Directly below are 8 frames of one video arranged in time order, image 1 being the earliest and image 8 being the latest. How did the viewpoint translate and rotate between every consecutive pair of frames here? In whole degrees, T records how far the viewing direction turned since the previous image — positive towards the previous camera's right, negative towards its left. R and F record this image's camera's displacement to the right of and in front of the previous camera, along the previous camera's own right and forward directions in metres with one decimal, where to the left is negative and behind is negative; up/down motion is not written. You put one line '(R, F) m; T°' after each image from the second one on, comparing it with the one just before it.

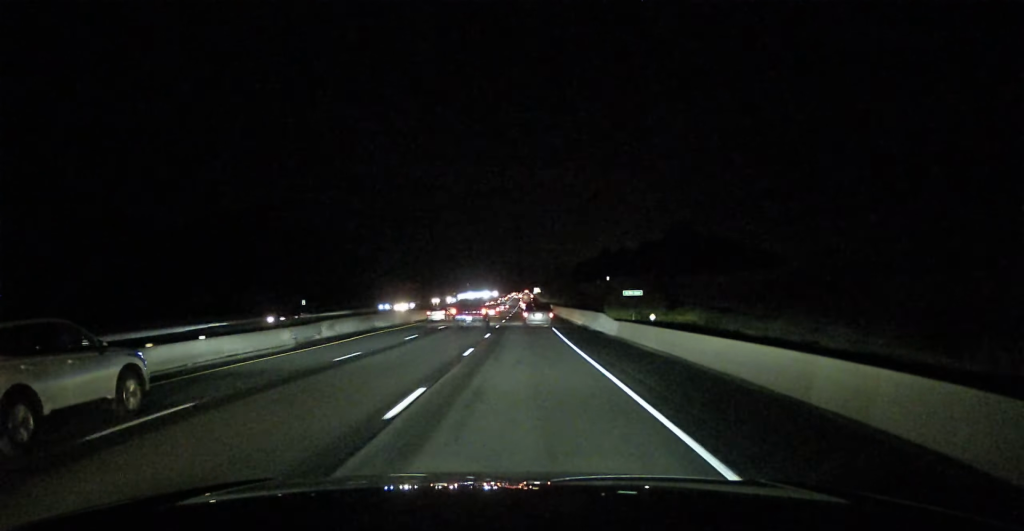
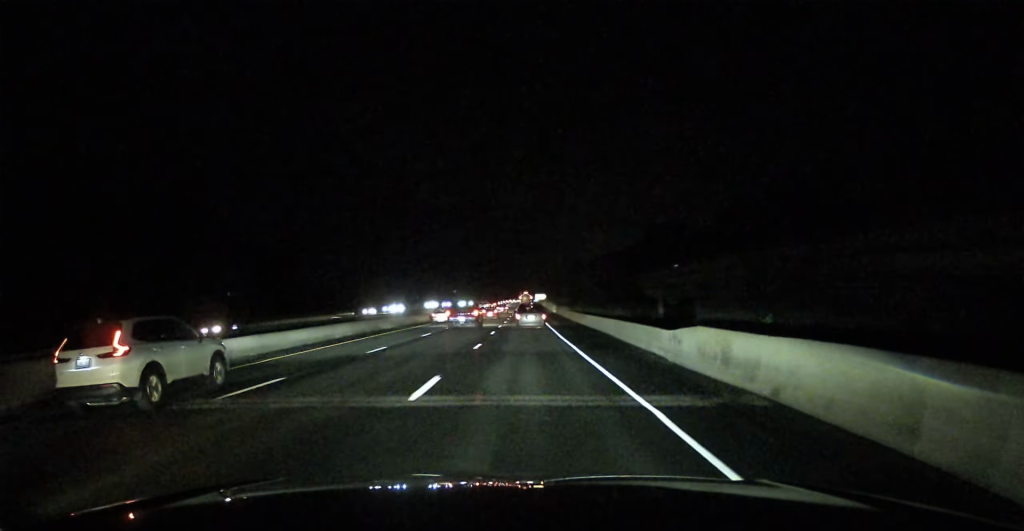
(+0.3, +94.4) m; 0°
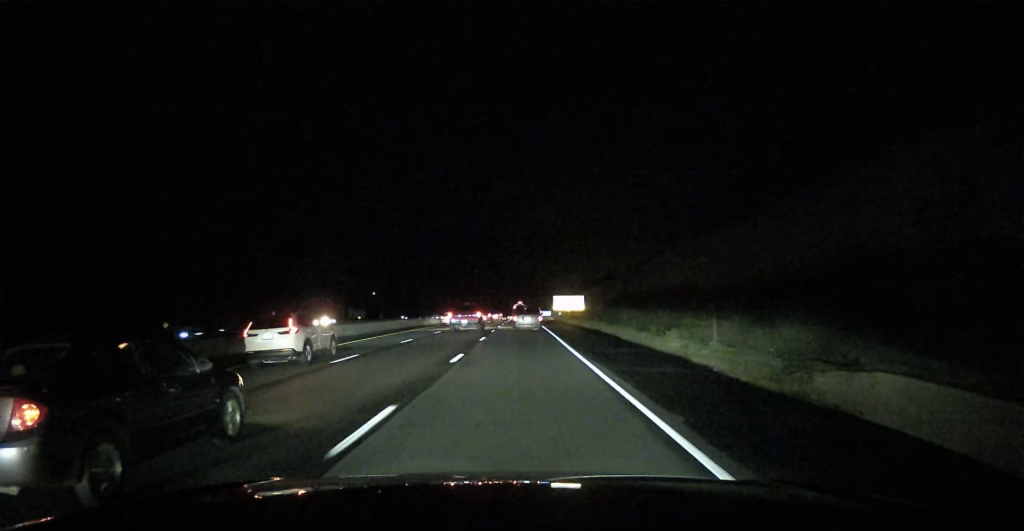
(-0.6, +242.0) m; 0°
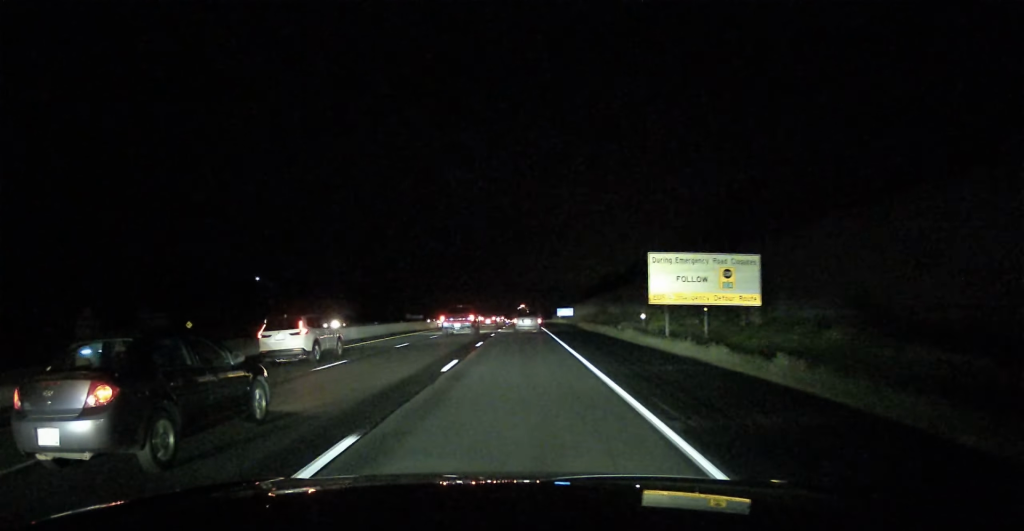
(-0.1, +98.4) m; 0°
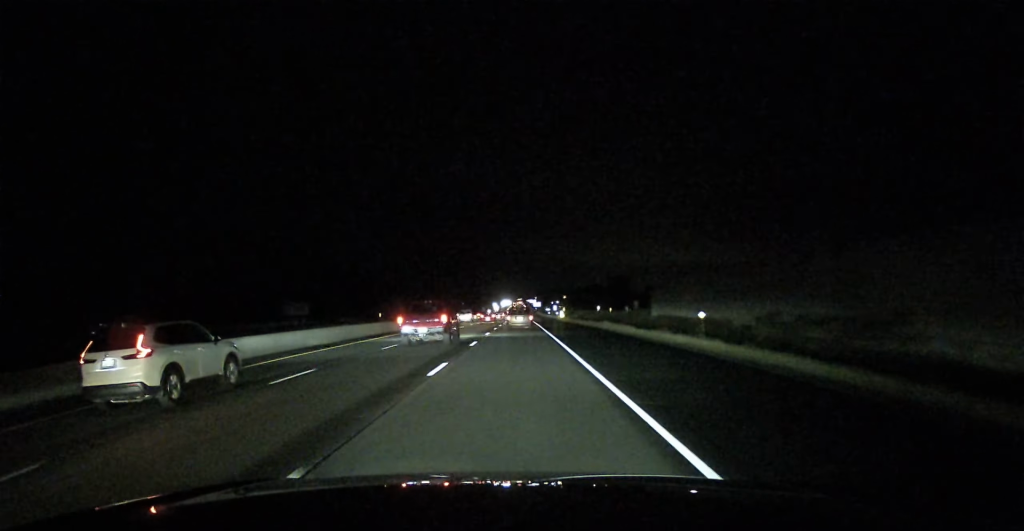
(-0.2, +319.4) m; 0°
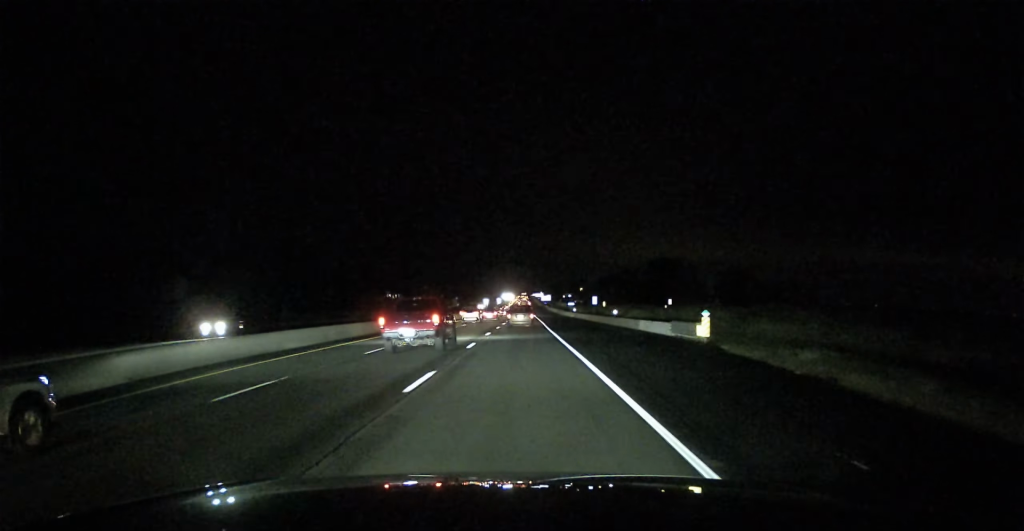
(+0.2, +111.5) m; 0°
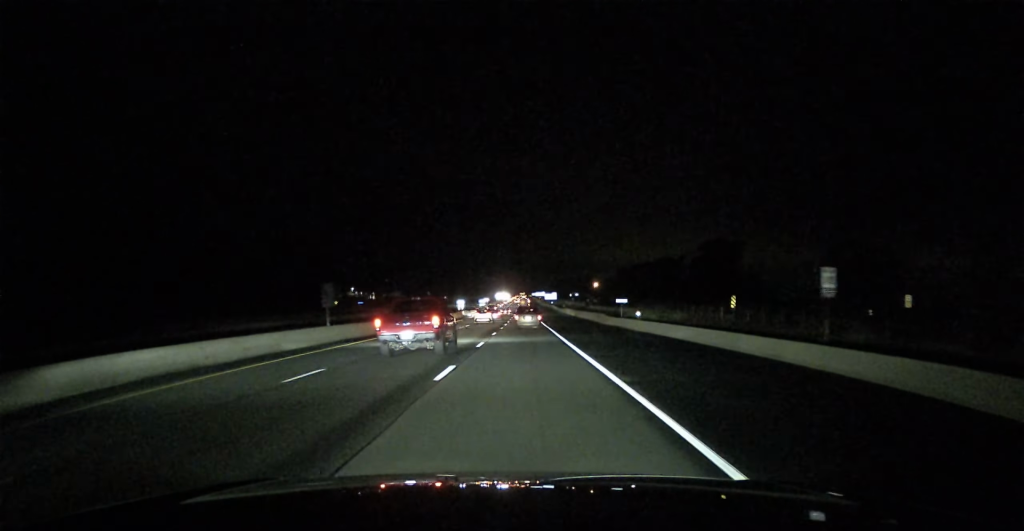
(0.0, +83.2) m; 0°
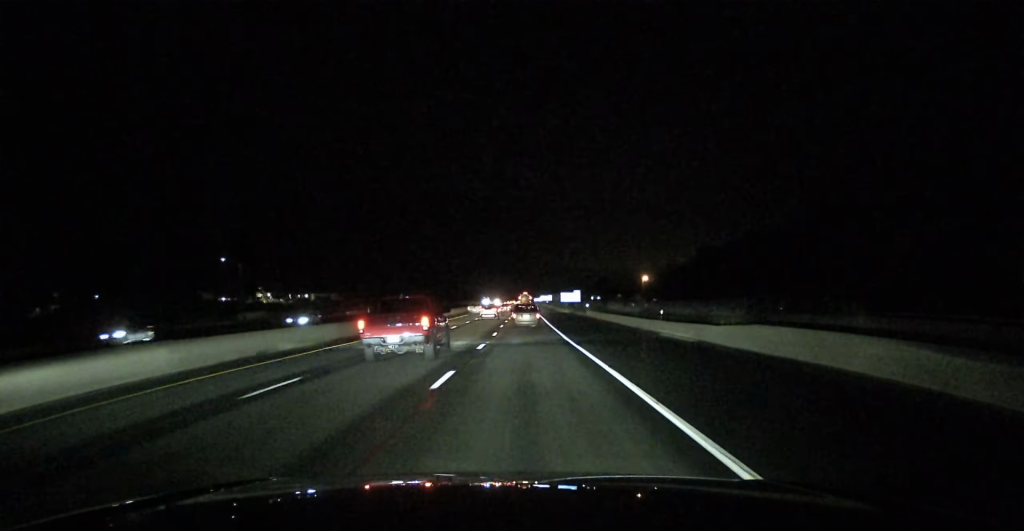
(-0.3, +121.9) m; 0°
